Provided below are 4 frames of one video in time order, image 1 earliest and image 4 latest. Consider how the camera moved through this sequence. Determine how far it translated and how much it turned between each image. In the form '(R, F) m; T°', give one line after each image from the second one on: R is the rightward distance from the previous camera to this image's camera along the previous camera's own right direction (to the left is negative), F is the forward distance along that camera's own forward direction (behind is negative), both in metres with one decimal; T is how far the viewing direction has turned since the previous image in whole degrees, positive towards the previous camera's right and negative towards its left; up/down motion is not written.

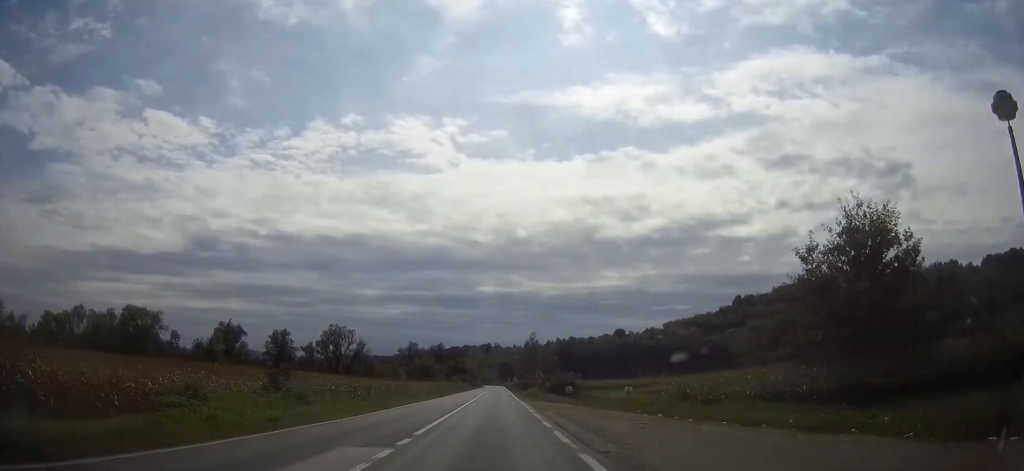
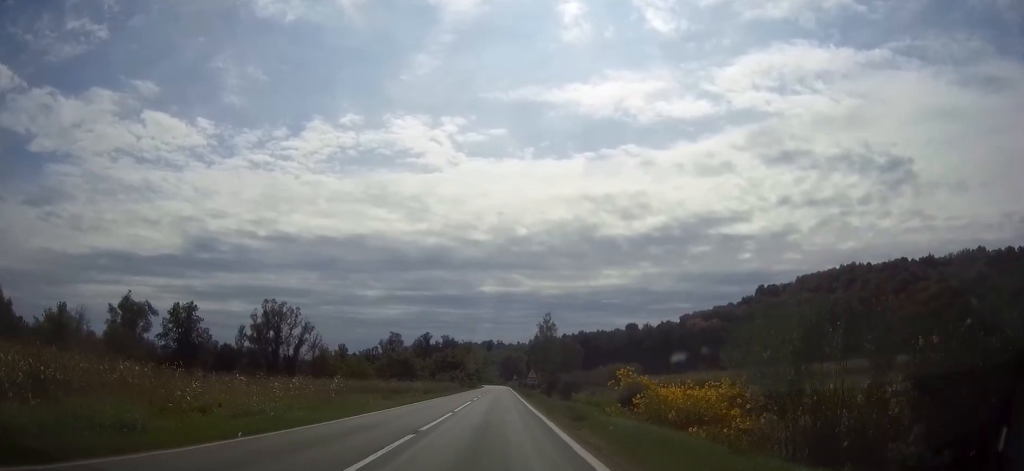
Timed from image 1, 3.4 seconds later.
(-0.1, +59.8) m; 0°
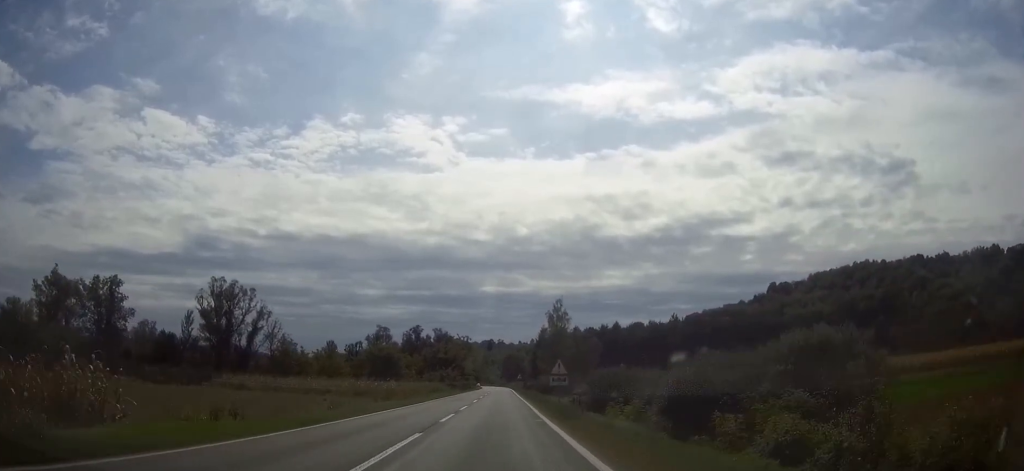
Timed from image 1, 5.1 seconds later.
(0.0, +28.4) m; 0°
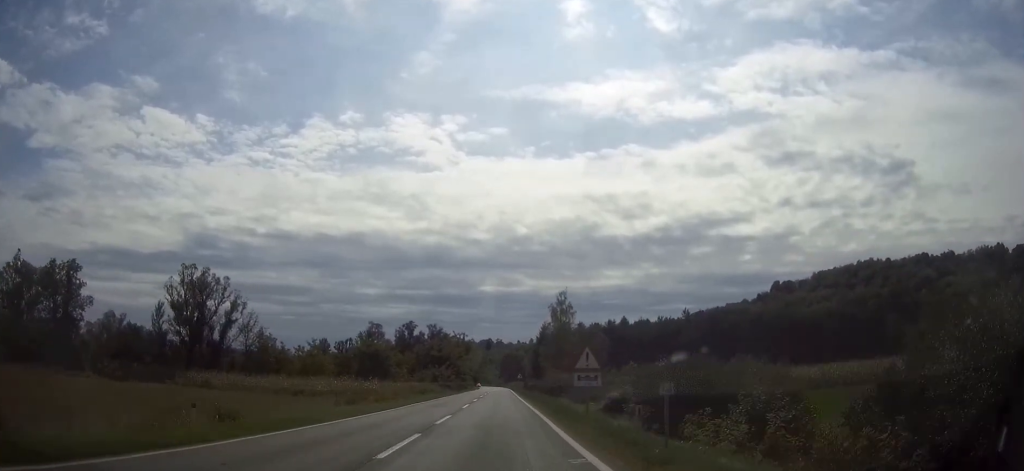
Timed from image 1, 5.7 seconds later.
(+0.1, +11.6) m; 0°
